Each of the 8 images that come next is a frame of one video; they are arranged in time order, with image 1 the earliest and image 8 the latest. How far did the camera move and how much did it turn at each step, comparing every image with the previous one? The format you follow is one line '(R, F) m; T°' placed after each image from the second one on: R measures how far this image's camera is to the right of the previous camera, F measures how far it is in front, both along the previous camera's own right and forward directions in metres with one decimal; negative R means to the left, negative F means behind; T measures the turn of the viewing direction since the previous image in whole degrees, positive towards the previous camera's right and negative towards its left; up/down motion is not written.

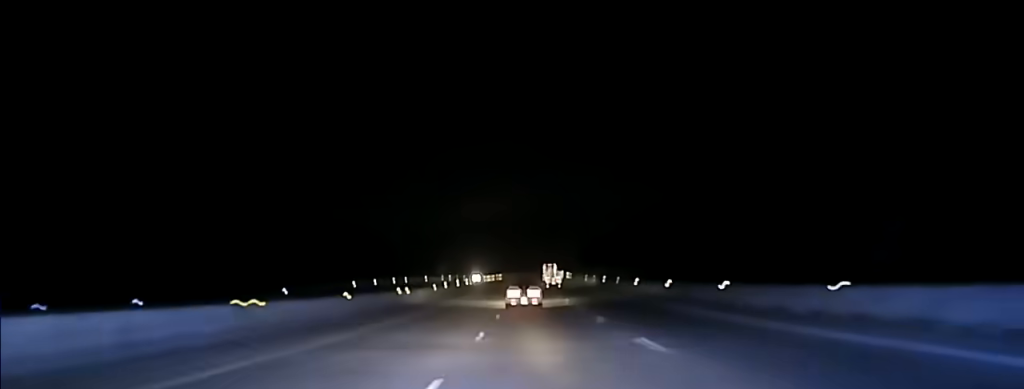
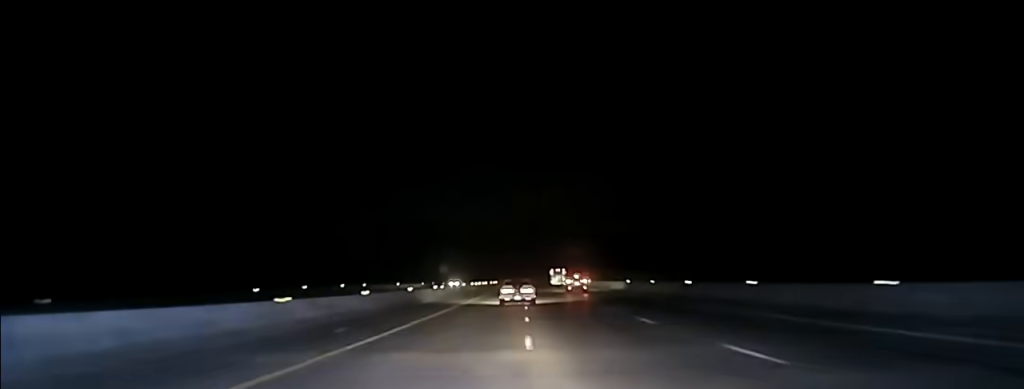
(-0.3, +51.5) m; 0°
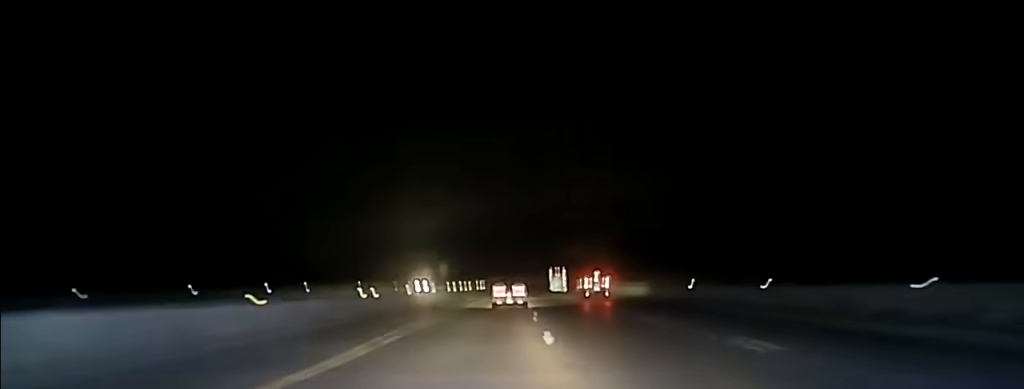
(-0.1, +35.3) m; 0°
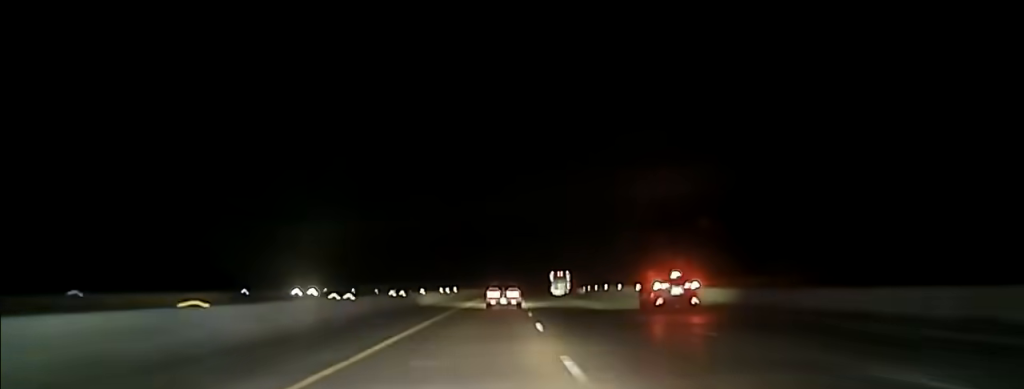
(+0.5, +54.7) m; +1°
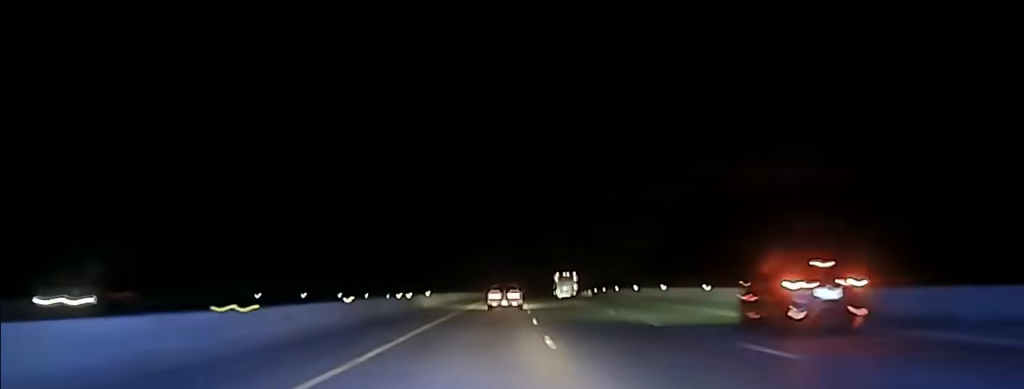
(+0.3, +30.4) m; +1°
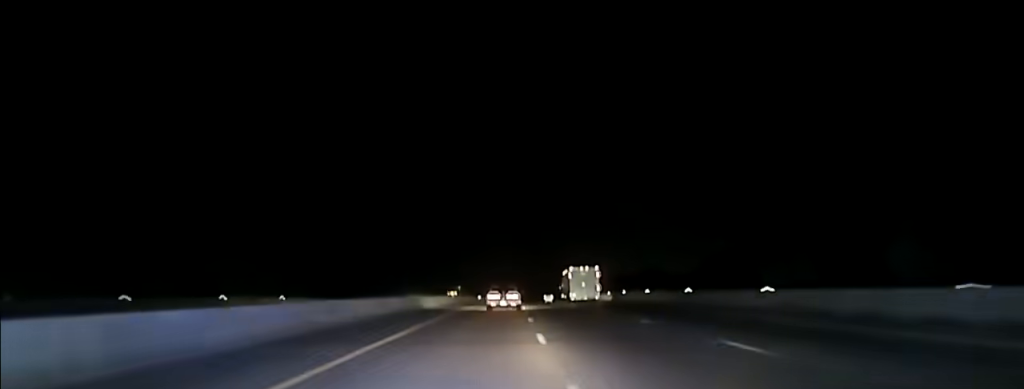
(+1.1, +83.6) m; +1°
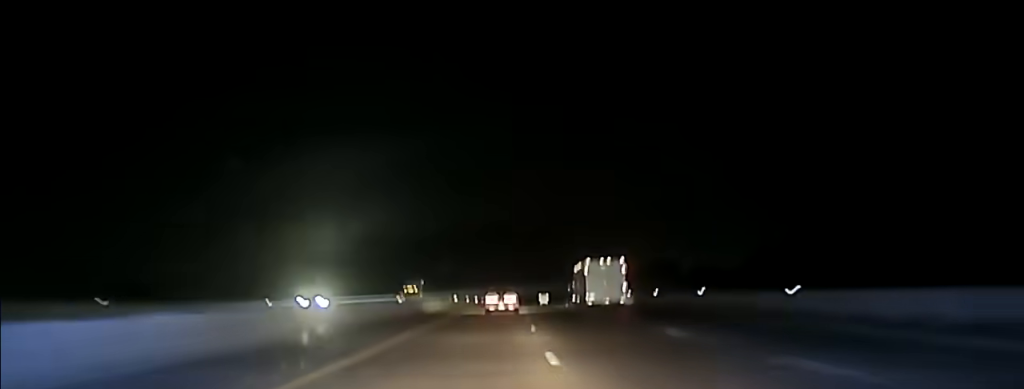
(0.0, +42.1) m; 0°
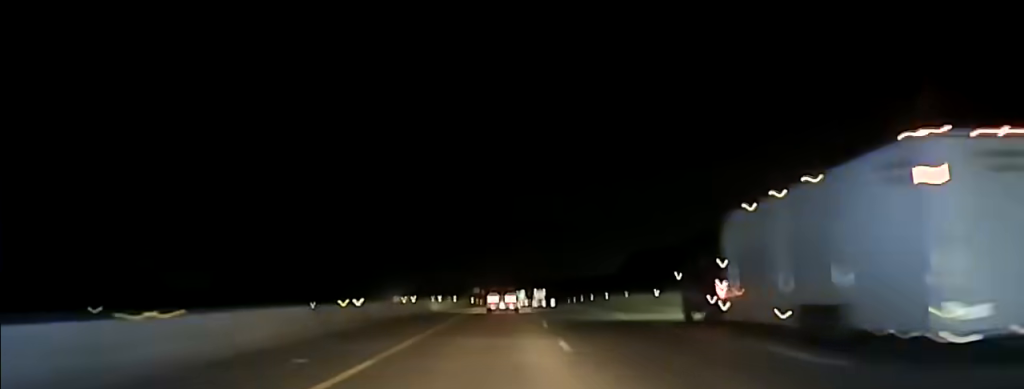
(+1.4, +96.1) m; +1°
